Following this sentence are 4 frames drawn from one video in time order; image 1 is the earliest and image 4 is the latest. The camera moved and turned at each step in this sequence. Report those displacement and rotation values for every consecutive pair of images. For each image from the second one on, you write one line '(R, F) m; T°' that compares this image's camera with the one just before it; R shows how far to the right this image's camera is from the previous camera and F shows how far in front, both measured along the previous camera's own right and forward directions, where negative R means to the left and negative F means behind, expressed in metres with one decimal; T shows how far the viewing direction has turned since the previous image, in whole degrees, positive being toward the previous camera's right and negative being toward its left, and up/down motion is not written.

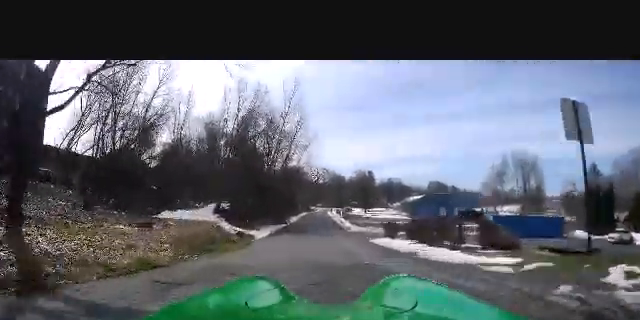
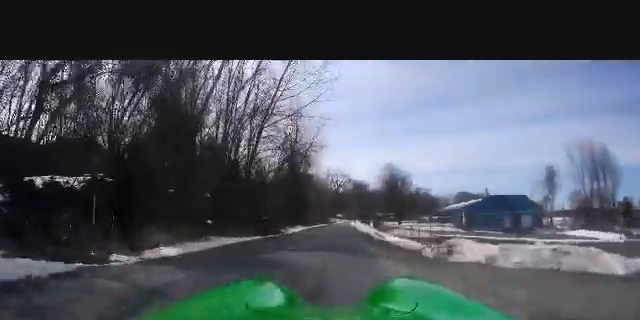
(+0.6, +31.2) m; +2°
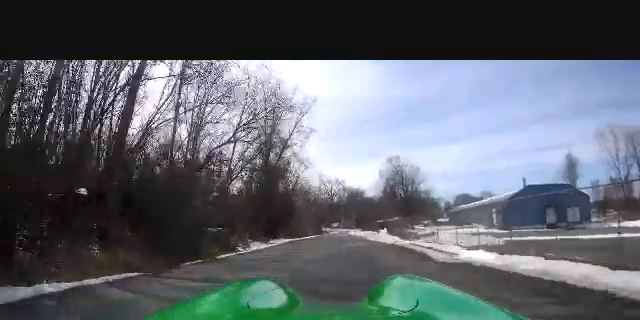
(-0.2, +20.4) m; -2°
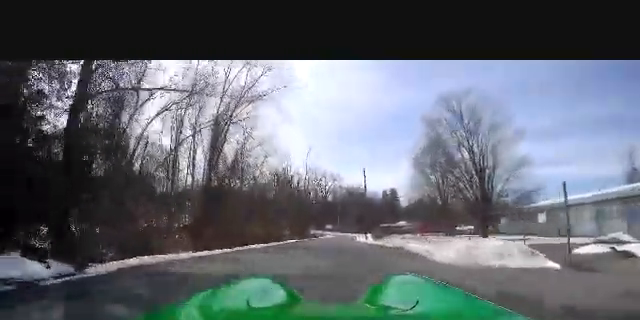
(-0.5, +43.8) m; -1°
